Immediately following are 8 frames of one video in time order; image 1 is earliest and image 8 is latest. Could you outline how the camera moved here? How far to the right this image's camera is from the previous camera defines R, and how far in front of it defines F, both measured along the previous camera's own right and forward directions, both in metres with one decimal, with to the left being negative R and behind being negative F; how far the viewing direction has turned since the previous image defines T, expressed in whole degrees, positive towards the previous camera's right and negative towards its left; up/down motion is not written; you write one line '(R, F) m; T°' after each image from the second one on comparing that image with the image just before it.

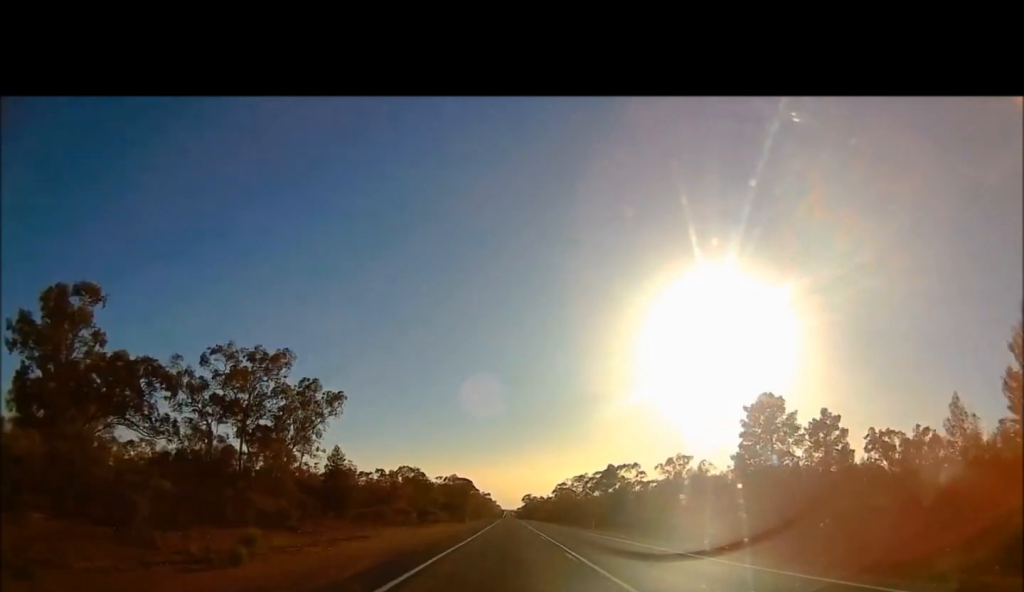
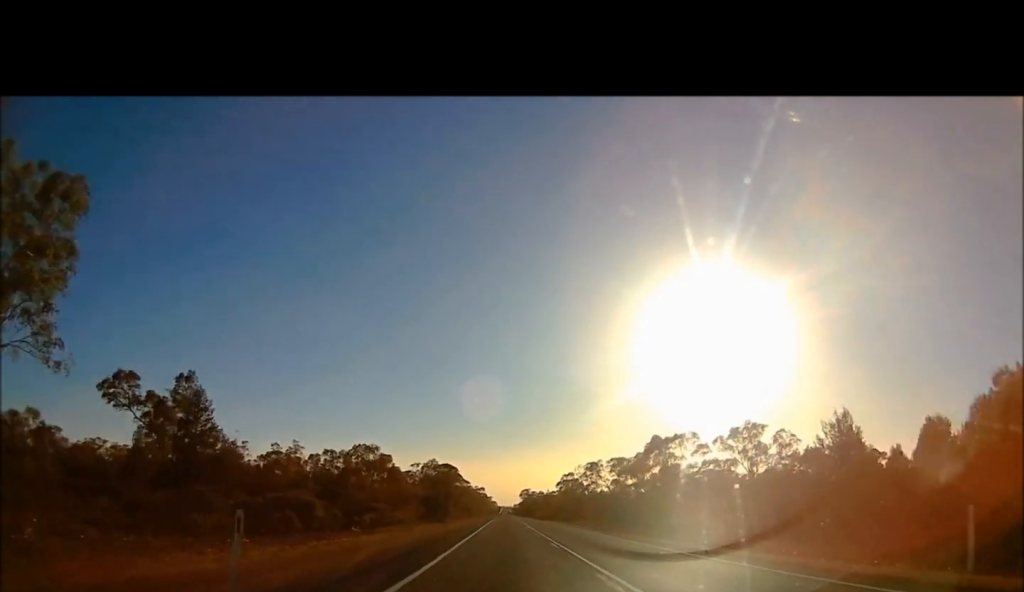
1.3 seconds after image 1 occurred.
(0.0, +42.2) m; 0°
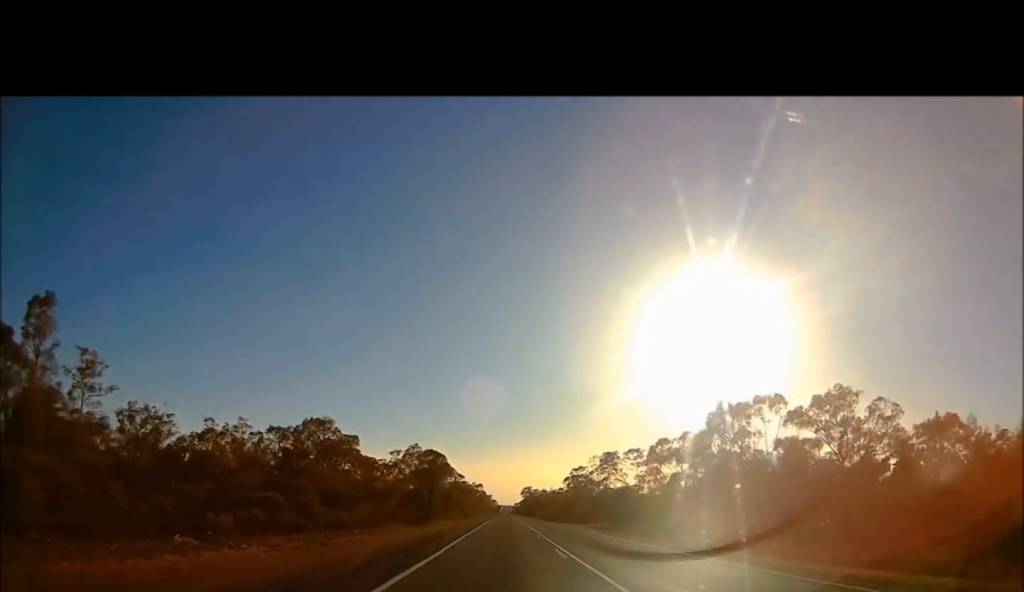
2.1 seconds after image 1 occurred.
(0.0, +27.3) m; 0°
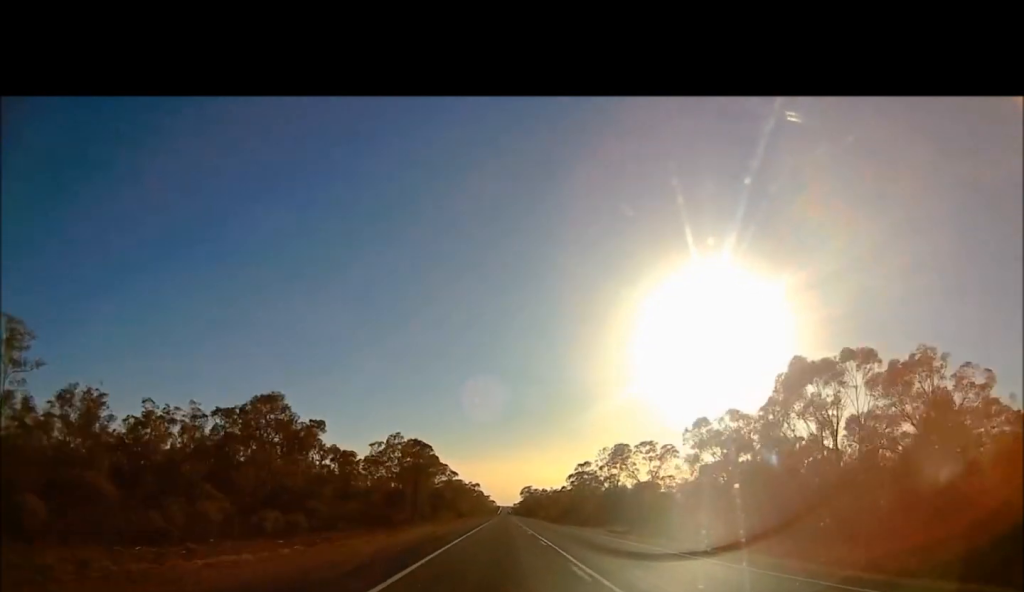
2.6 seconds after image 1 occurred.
(0.0, +16.2) m; 0°
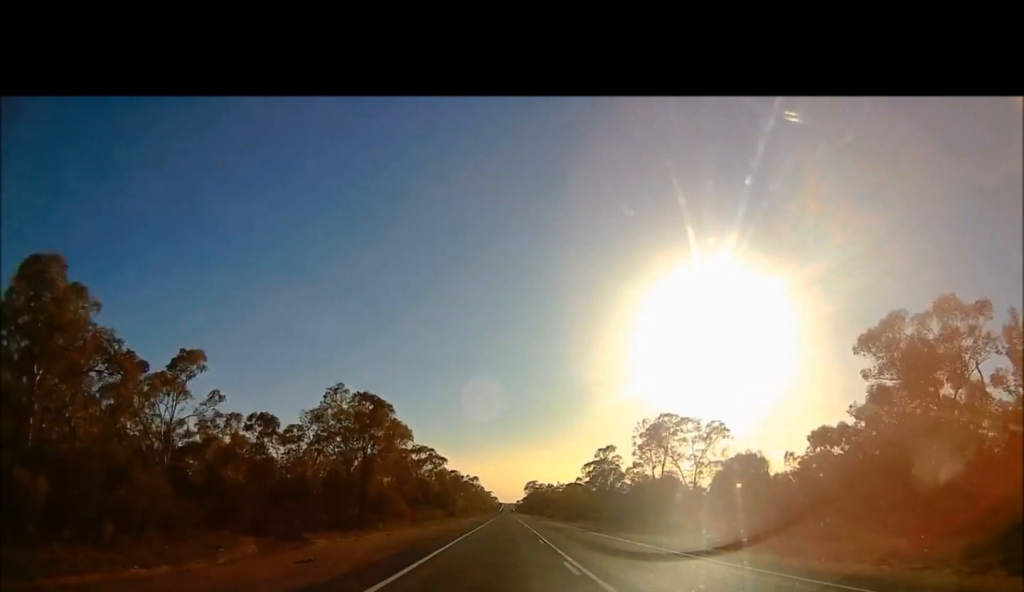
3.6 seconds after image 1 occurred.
(+0.1, +30.9) m; 0°
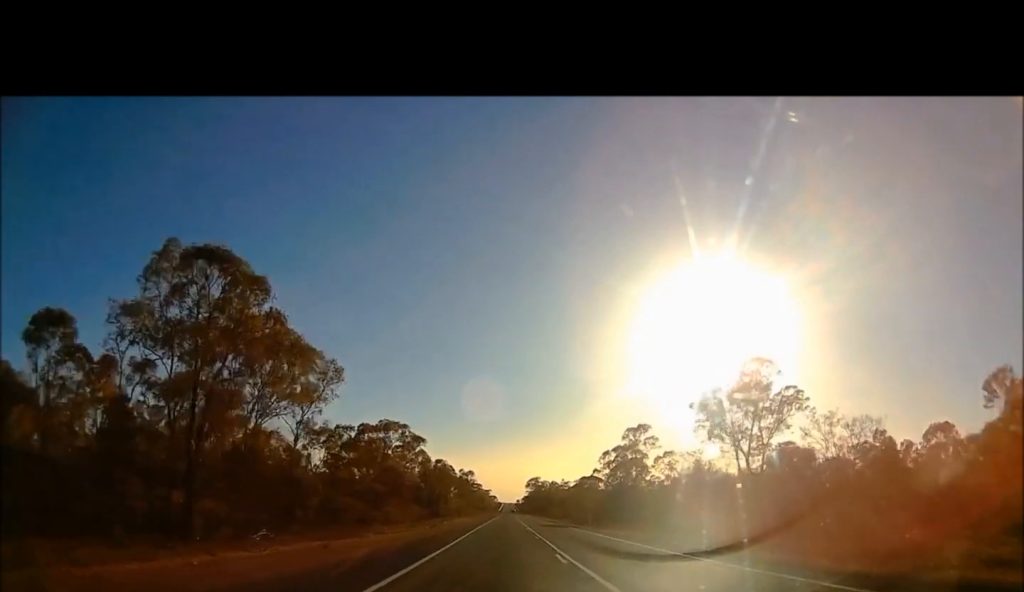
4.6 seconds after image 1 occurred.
(-0.1, +28.0) m; 0°
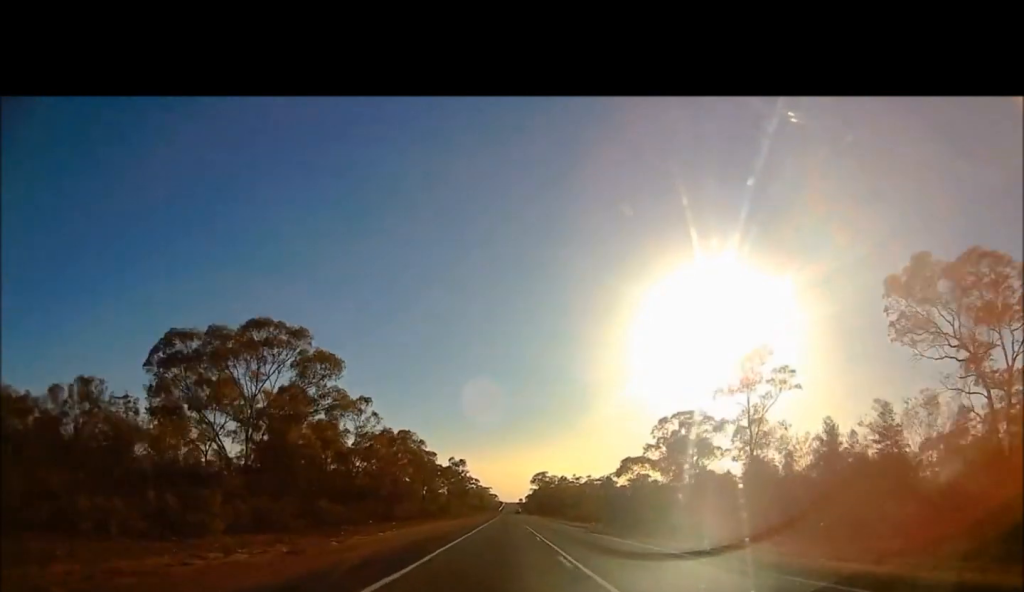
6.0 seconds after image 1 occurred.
(-0.1, +40.6) m; 0°
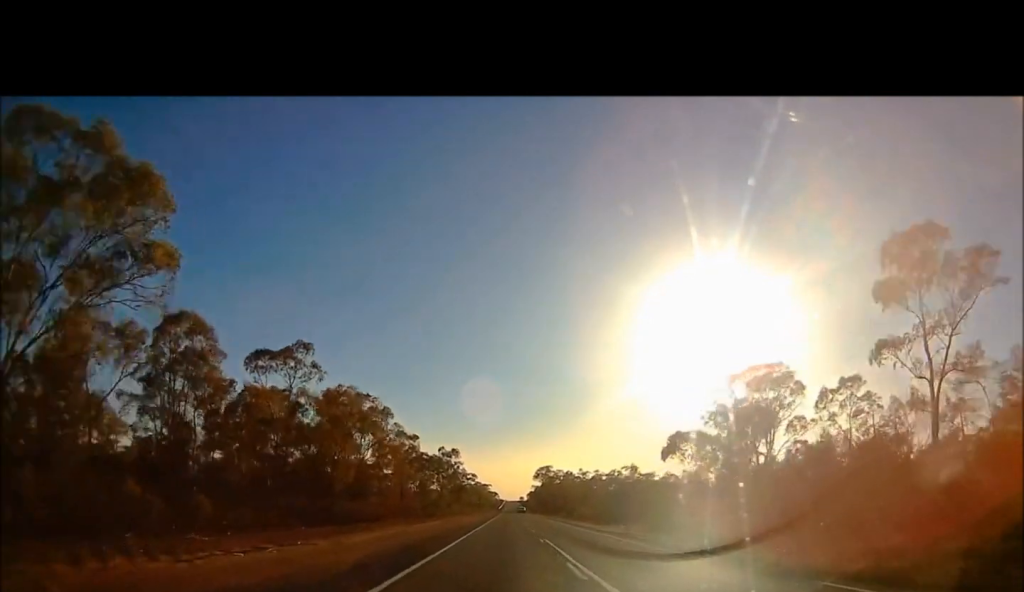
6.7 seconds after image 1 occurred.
(0.0, +23.4) m; 0°
